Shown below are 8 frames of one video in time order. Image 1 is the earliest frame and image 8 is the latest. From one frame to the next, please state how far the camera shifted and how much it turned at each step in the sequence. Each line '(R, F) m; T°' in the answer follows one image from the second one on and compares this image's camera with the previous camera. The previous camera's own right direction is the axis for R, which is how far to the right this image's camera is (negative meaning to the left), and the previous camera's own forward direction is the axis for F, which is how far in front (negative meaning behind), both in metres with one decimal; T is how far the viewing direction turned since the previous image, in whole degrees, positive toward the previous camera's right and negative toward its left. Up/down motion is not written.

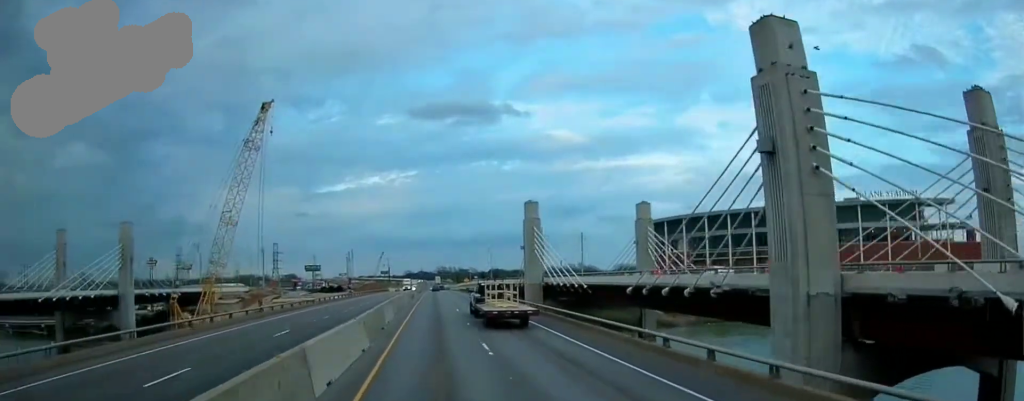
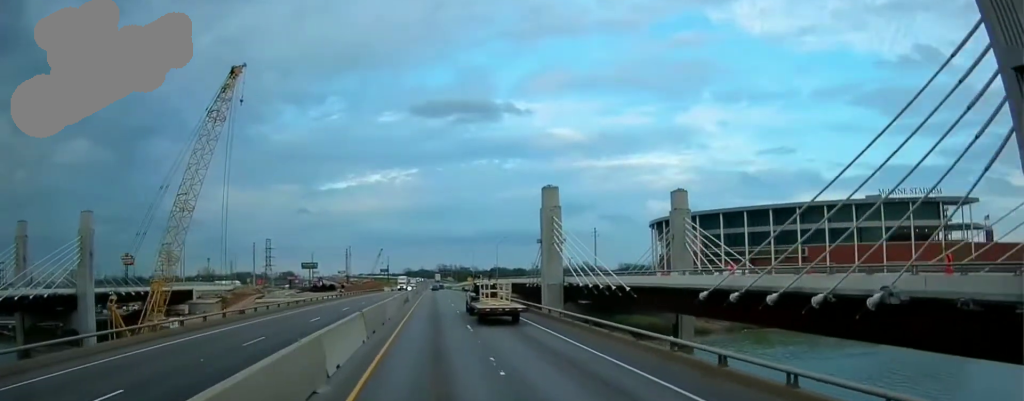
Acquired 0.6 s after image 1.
(-0.3, +16.4) m; -1°
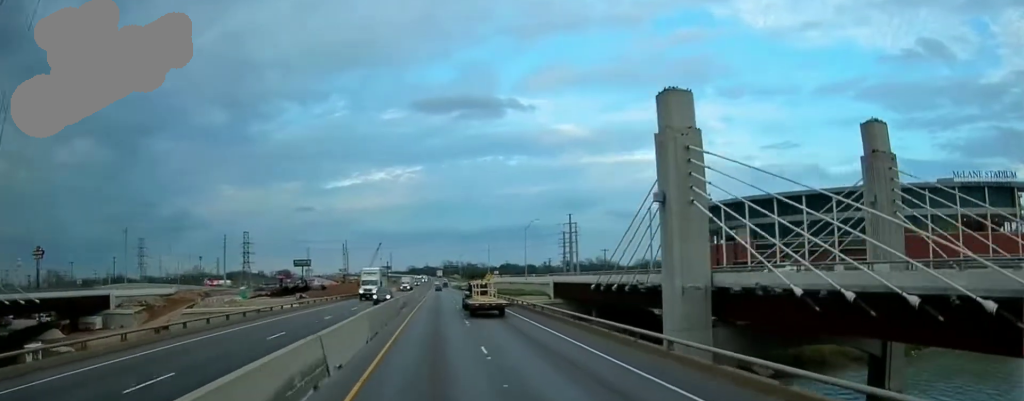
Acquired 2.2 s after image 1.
(-0.3, +47.2) m; 0°
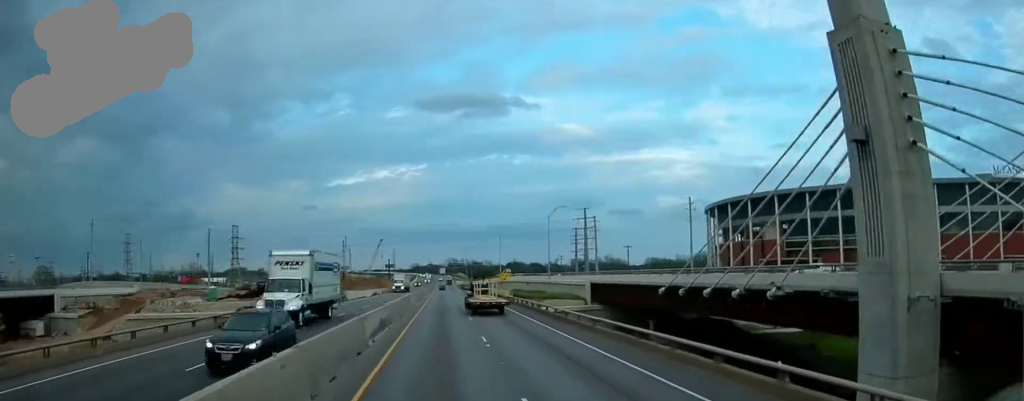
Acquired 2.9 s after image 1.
(0.0, +20.2) m; 0°
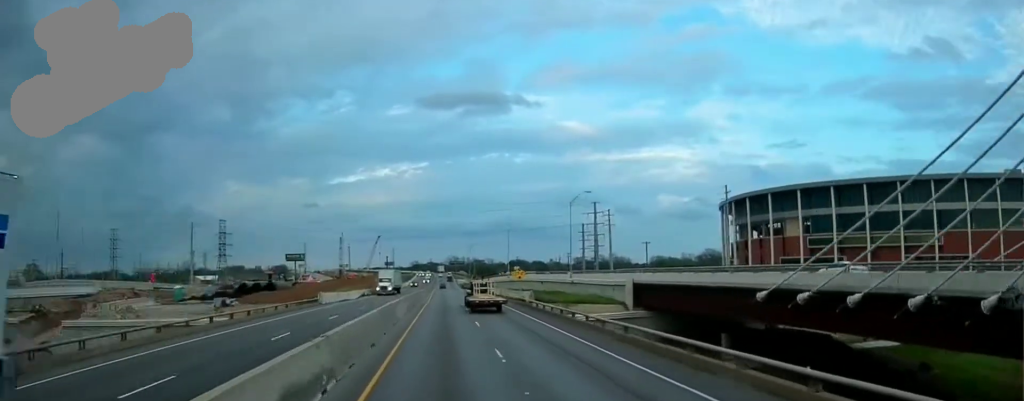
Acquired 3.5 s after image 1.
(-0.1, +16.3) m; 0°
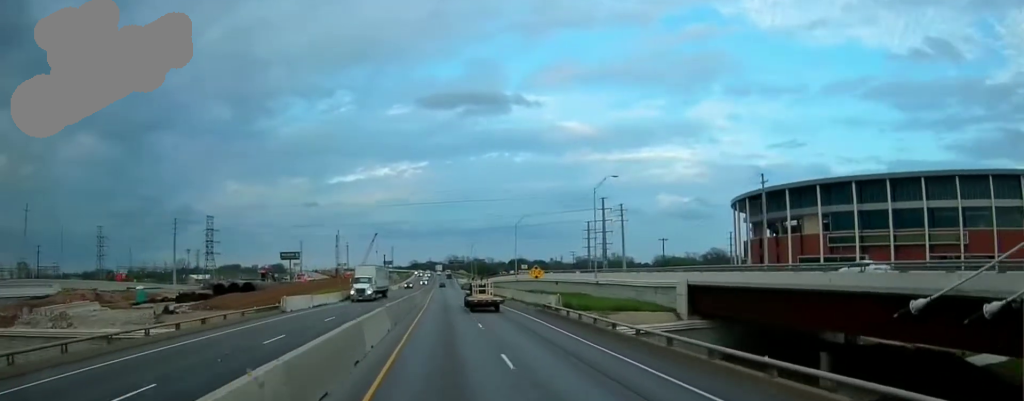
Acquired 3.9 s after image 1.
(0.0, +13.4) m; 0°
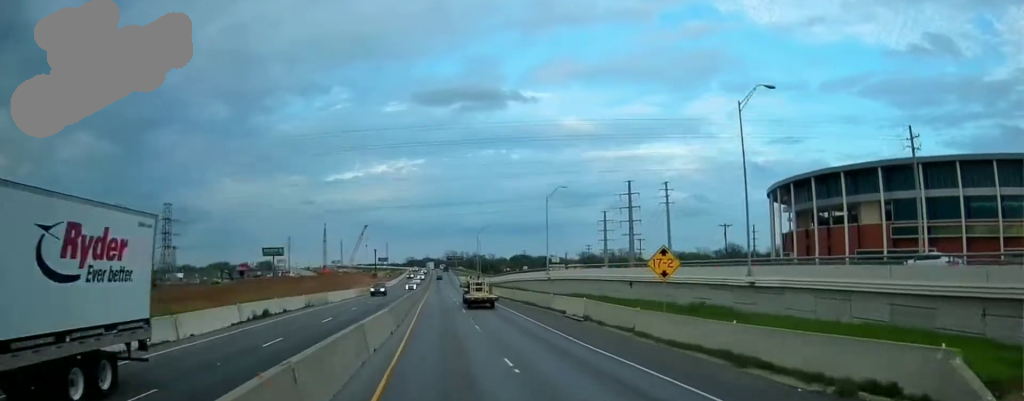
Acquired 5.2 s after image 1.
(+0.2, +37.3) m; +1°
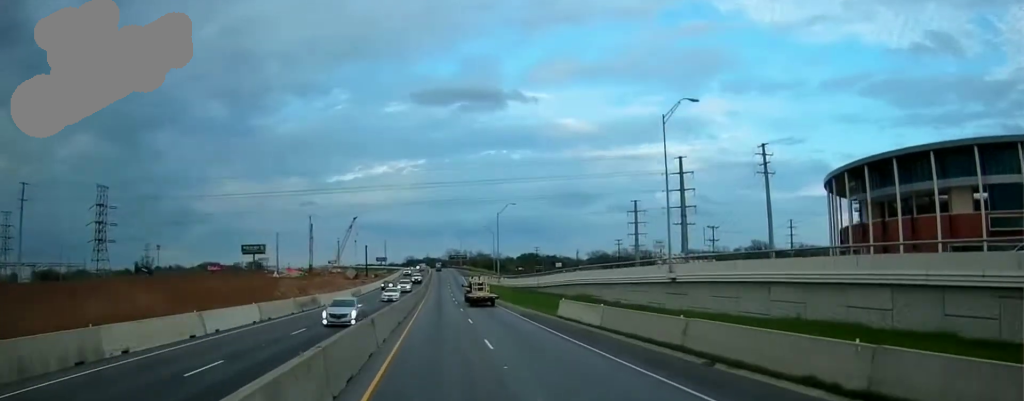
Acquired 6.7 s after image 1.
(+0.4, +42.2) m; 0°
